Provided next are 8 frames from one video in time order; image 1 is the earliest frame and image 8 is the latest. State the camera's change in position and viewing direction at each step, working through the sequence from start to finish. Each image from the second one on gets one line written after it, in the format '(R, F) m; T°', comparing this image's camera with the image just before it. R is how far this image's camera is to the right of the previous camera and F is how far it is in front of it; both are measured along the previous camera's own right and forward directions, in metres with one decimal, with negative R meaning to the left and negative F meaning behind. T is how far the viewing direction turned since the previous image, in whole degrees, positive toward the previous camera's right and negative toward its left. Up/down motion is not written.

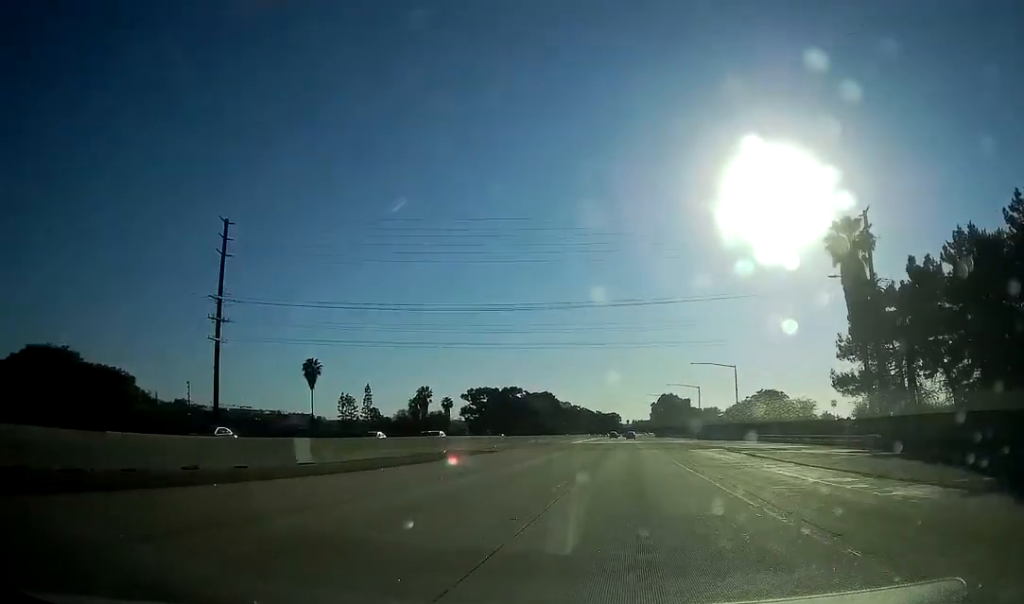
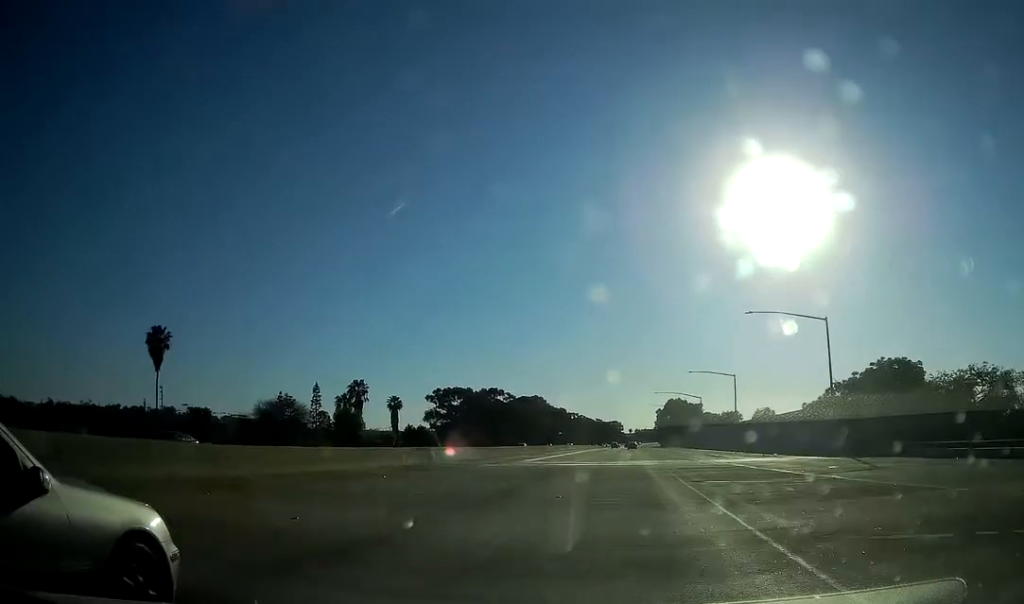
(-0.1, +52.9) m; 0°
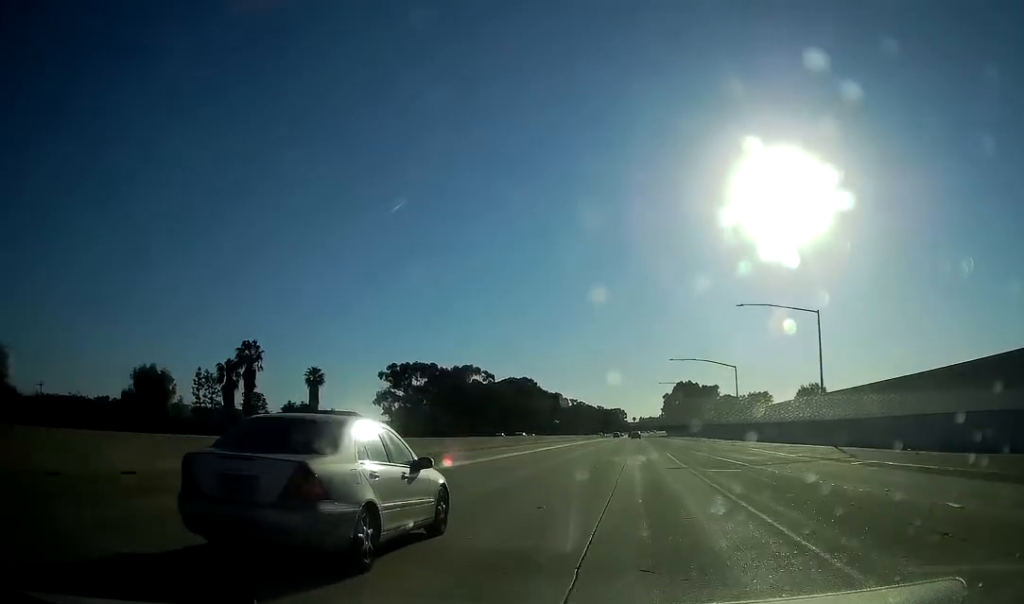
(-0.5, +48.2) m; -1°
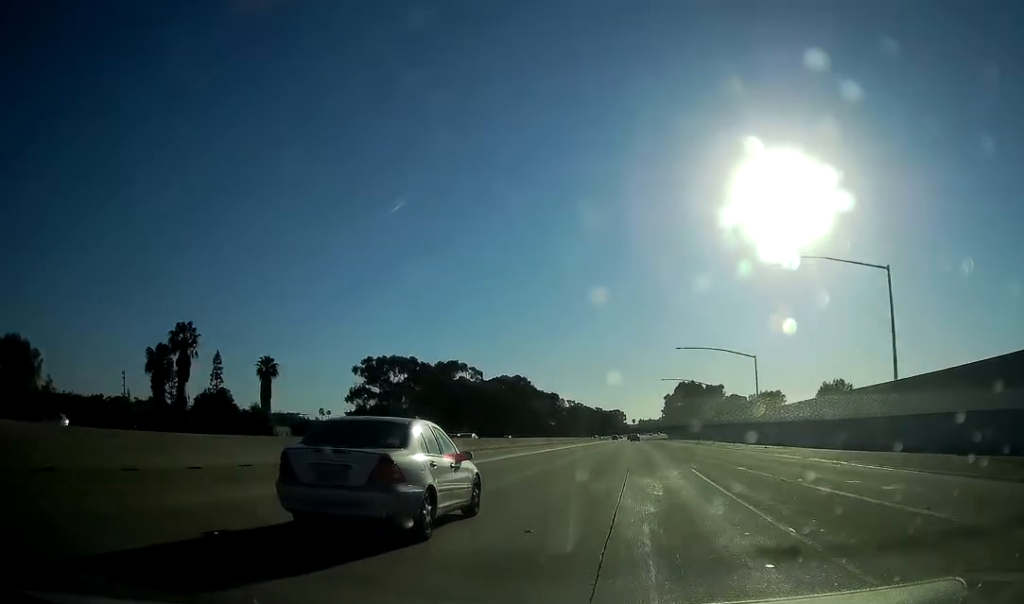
(0.0, +17.2) m; 0°
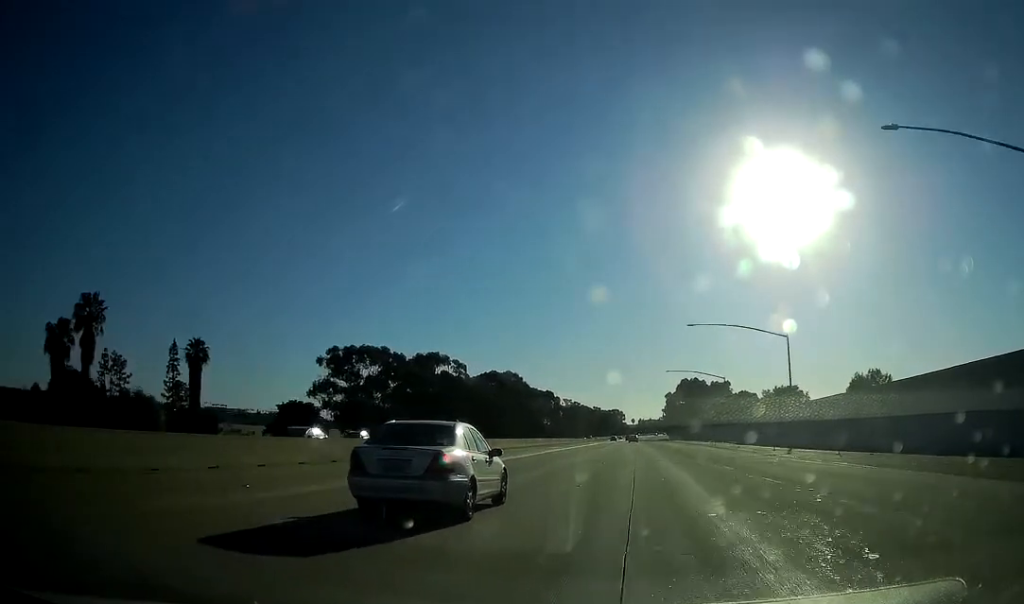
(0.0, +20.0) m; 0°
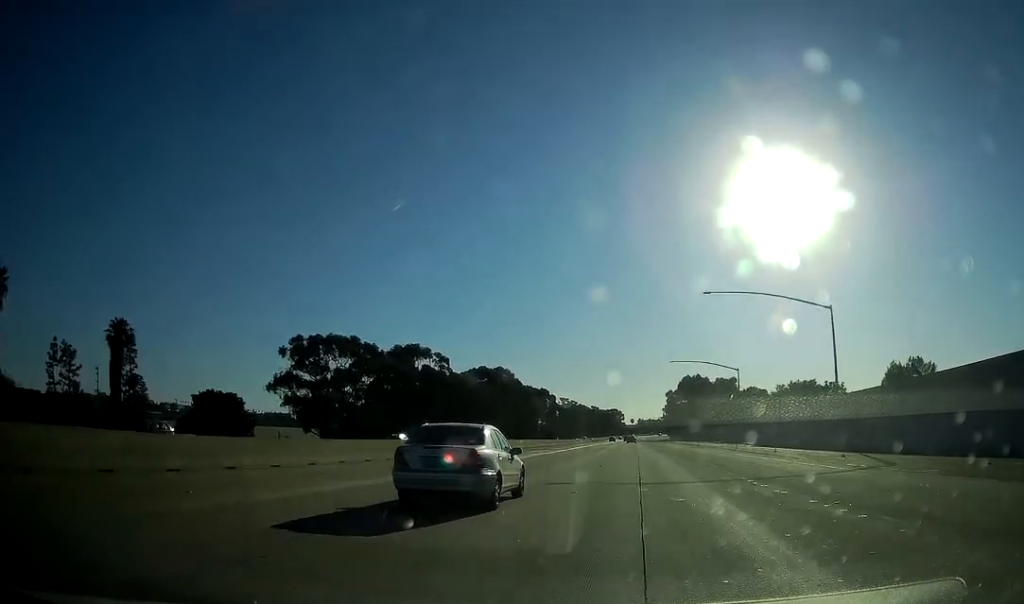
(-0.1, +16.1) m; 0°
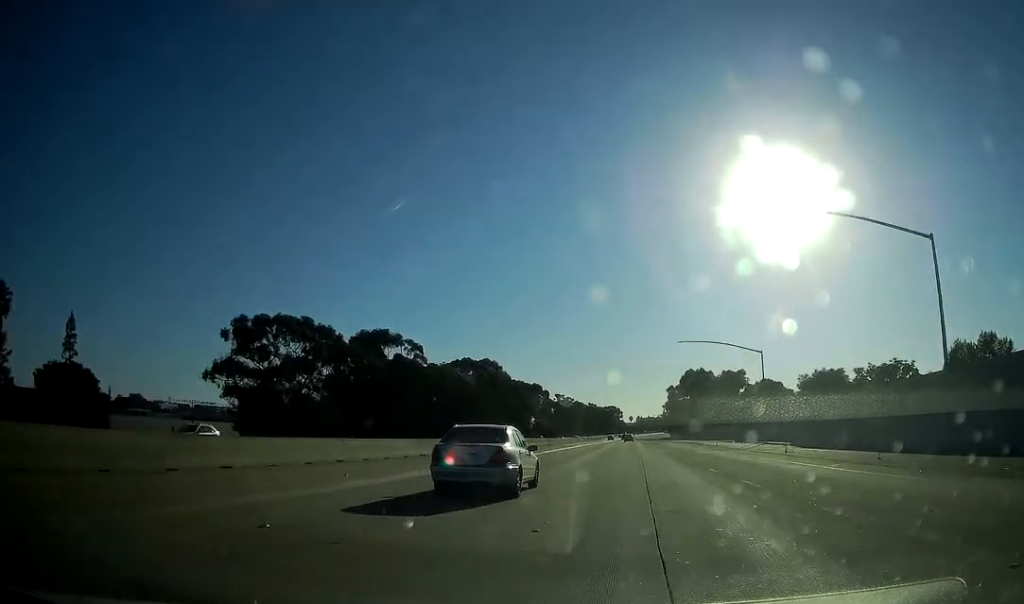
(0.0, +20.7) m; 0°
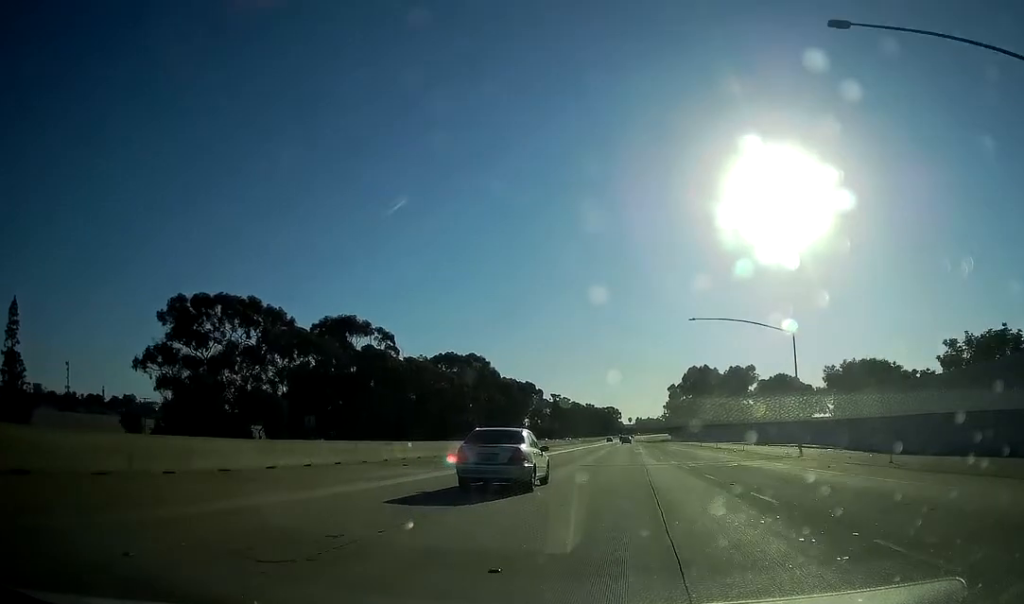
(0.0, +17.8) m; 0°
